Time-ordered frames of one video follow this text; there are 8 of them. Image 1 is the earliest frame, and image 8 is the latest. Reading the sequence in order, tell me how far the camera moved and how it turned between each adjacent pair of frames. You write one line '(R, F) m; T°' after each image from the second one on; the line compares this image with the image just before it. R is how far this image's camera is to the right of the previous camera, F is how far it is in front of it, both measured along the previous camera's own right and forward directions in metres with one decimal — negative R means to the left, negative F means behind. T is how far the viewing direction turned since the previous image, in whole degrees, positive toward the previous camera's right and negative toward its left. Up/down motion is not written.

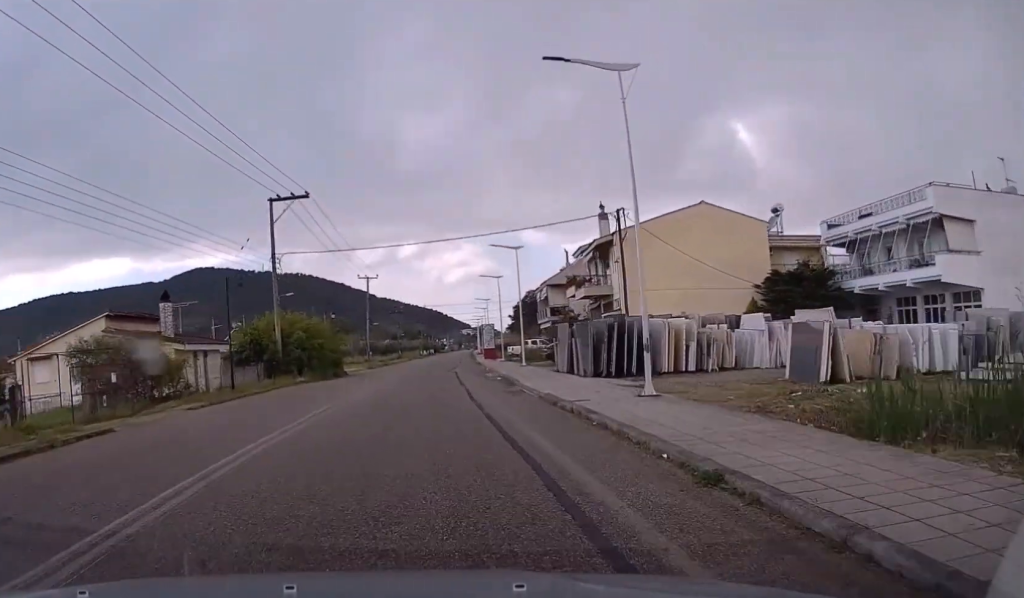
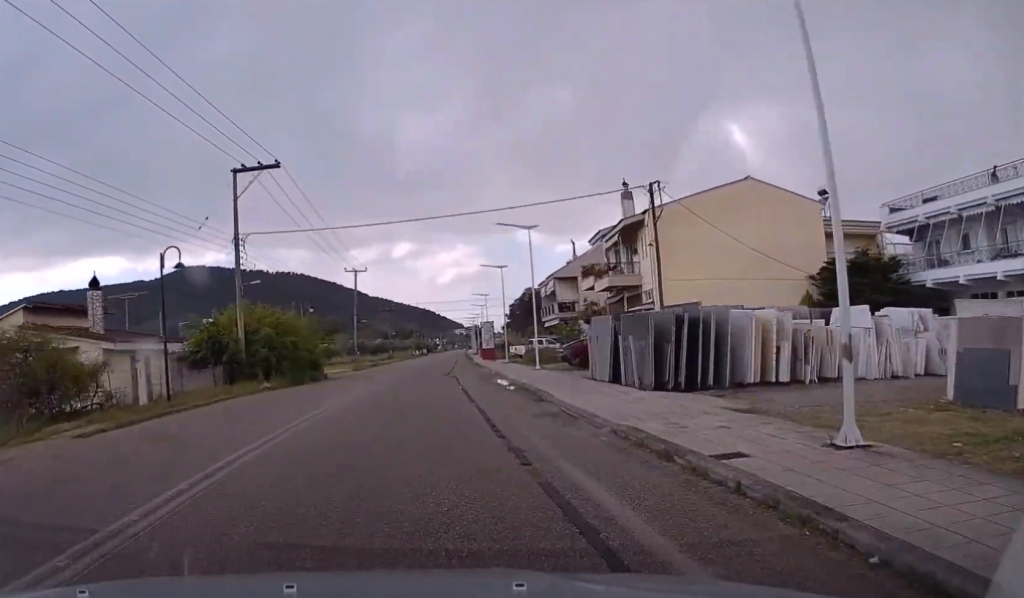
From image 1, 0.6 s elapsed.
(0.0, +8.0) m; 0°
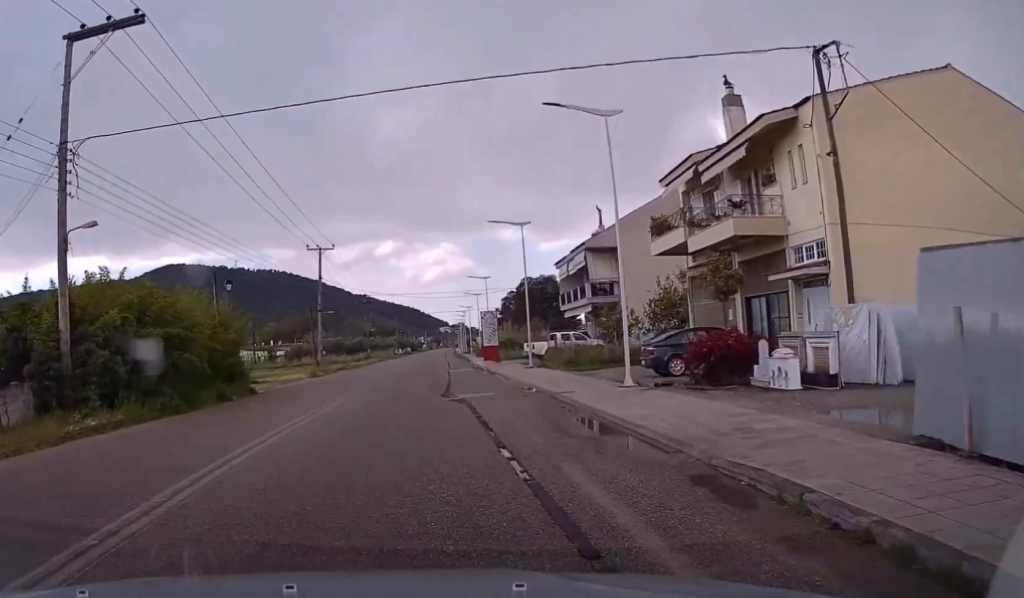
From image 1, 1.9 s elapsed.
(+0.1, +18.5) m; +2°
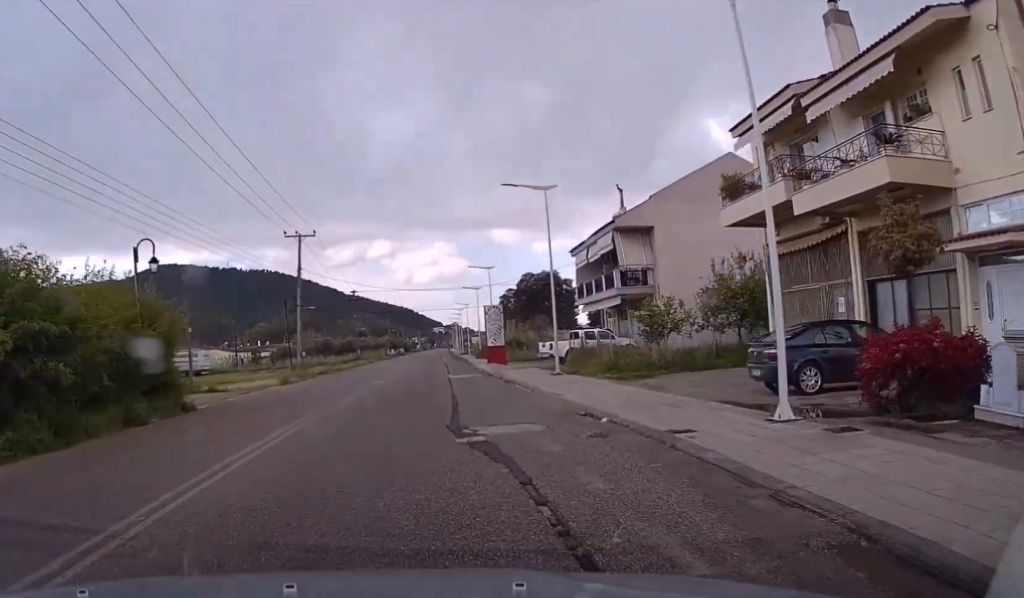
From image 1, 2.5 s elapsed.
(+0.2, +8.6) m; +1°
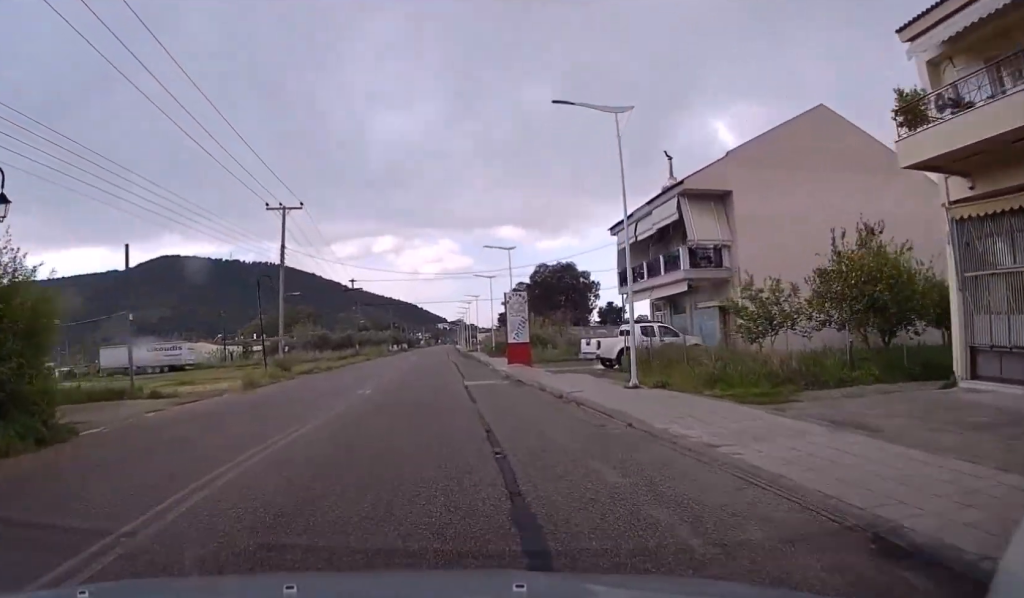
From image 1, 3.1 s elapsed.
(+0.1, +9.6) m; 0°
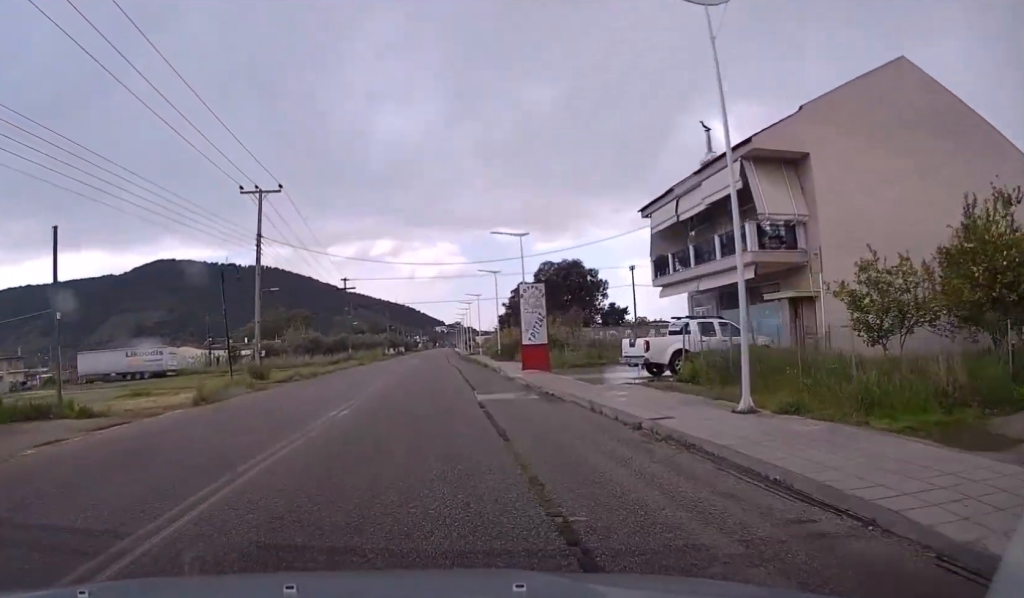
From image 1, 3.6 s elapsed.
(0.0, +6.8) m; 0°
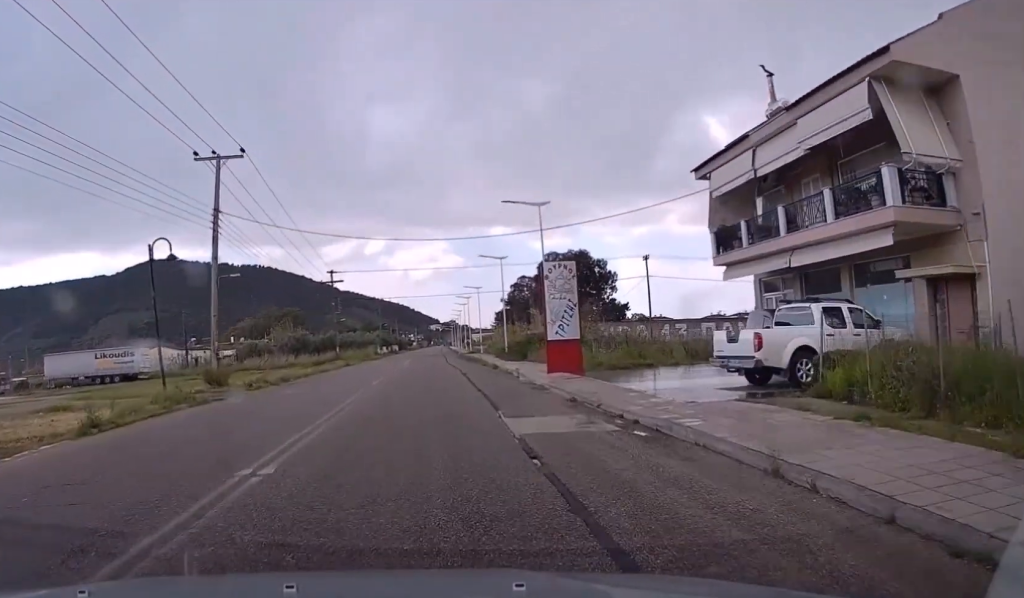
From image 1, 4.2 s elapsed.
(0.0, +8.3) m; 0°
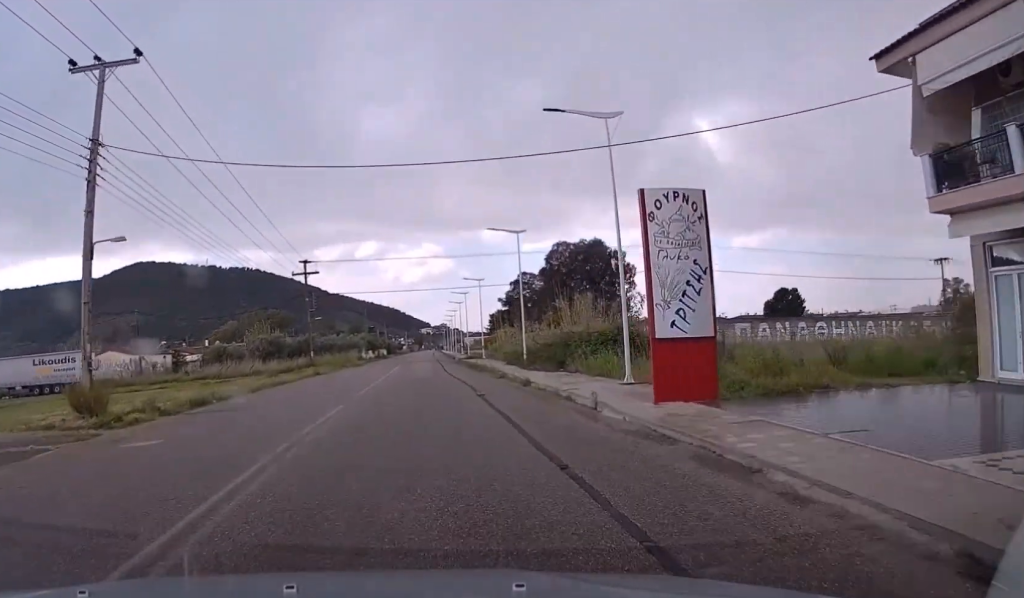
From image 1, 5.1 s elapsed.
(0.0, +13.2) m; 0°
